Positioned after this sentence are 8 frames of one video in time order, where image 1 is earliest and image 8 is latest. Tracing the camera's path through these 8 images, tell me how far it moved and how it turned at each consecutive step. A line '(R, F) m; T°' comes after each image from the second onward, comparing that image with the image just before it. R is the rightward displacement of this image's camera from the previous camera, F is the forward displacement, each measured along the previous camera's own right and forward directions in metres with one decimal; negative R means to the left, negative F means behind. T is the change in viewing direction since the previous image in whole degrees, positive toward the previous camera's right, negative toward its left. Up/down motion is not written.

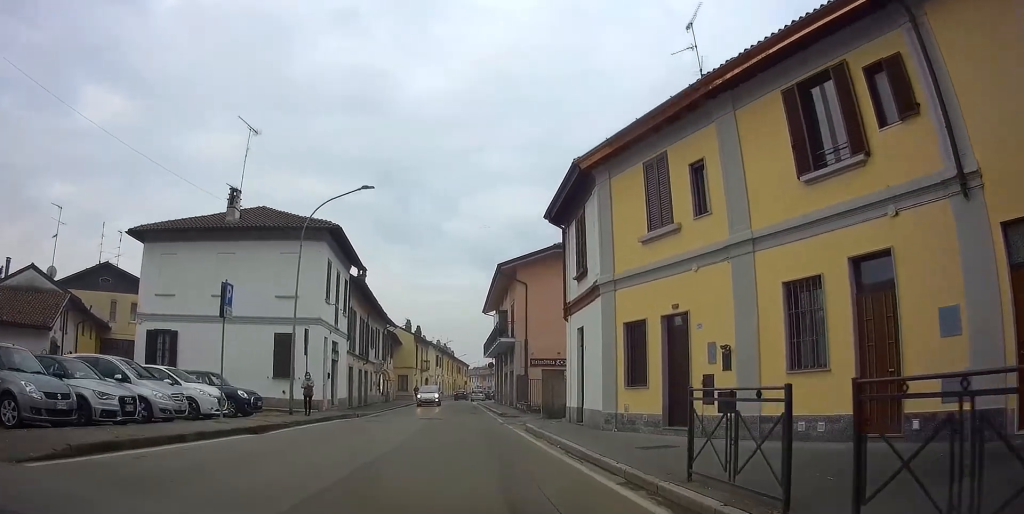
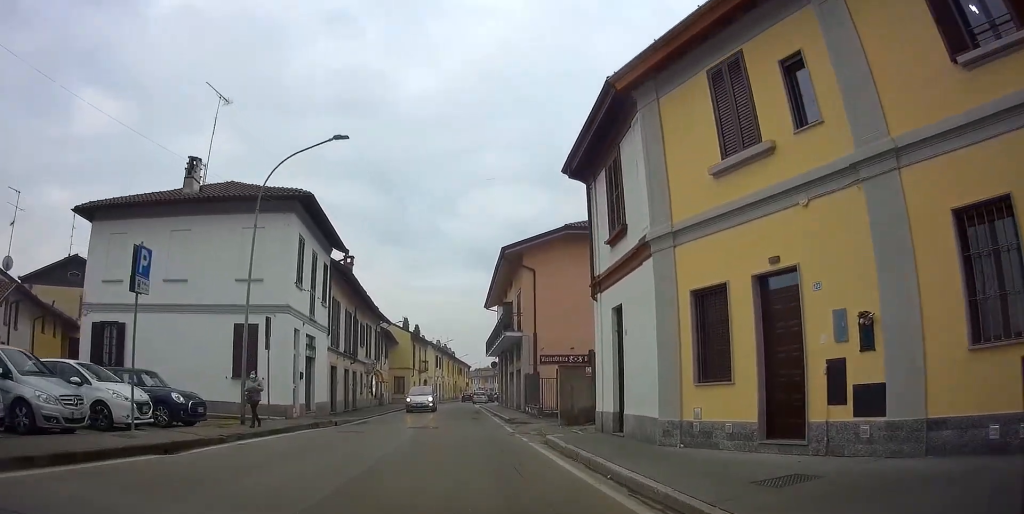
(+0.1, +4.8) m; +2°
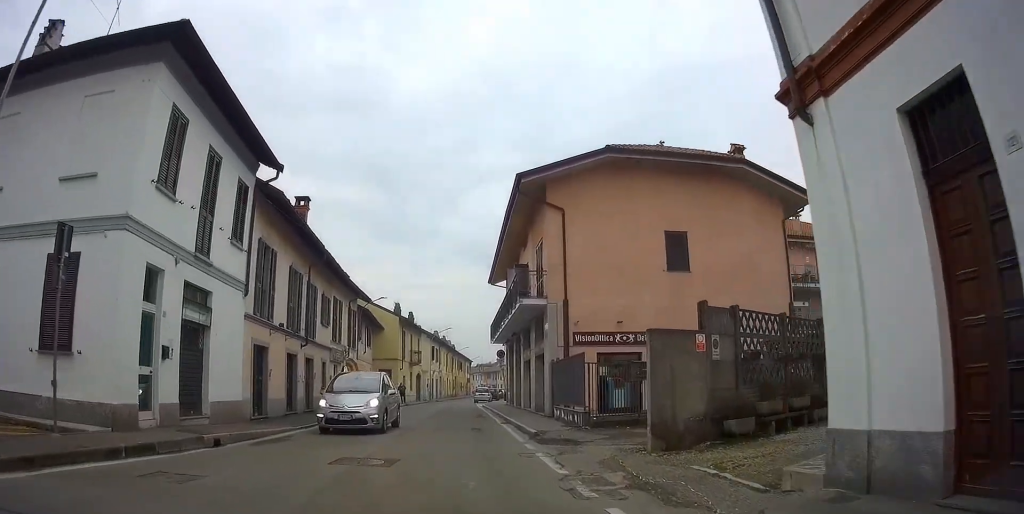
(+0.6, +10.7) m; +2°
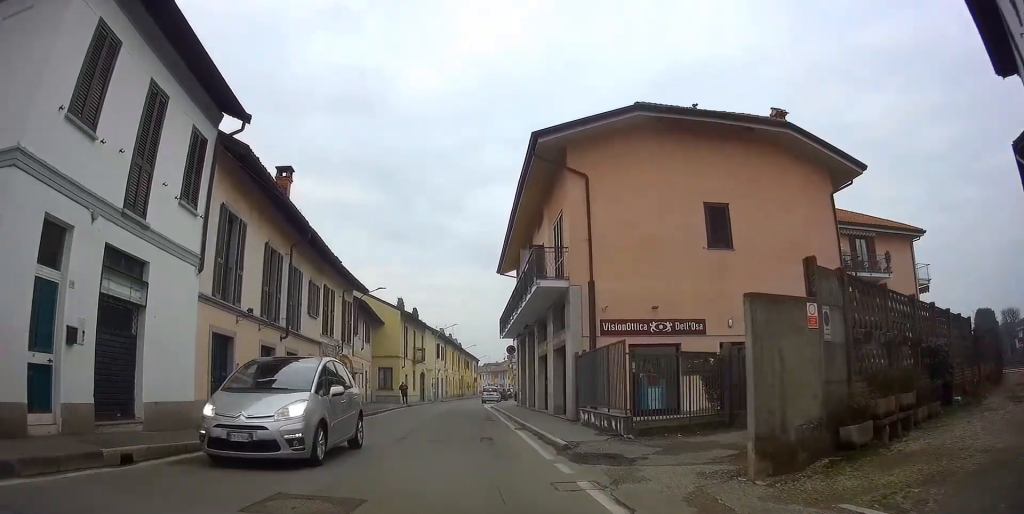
(-0.1, +3.6) m; -1°
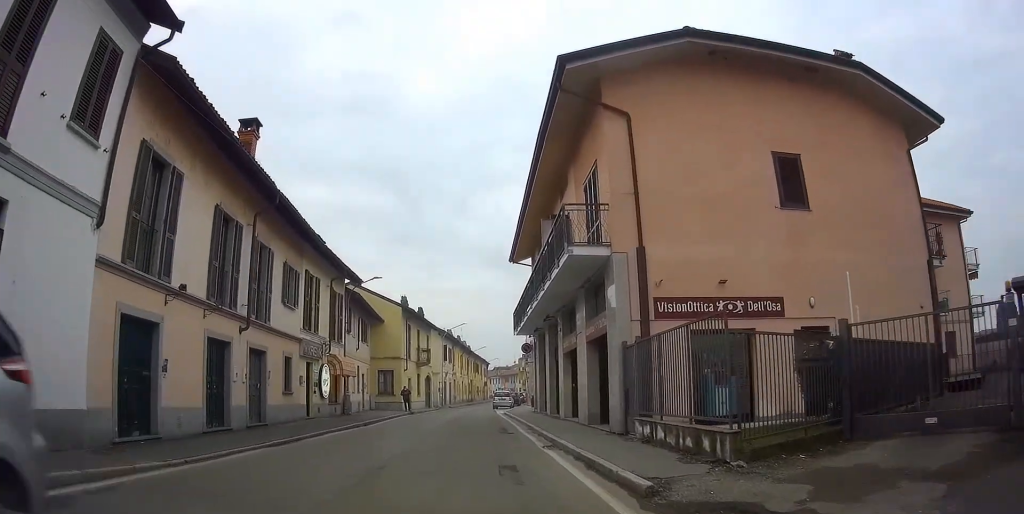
(-0.1, +4.7) m; -1°
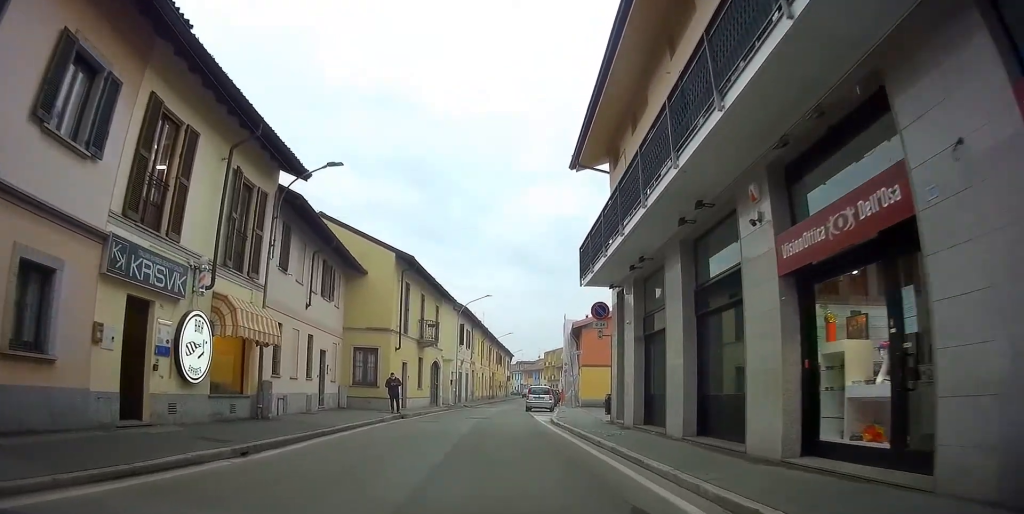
(+0.1, +14.9) m; -2°
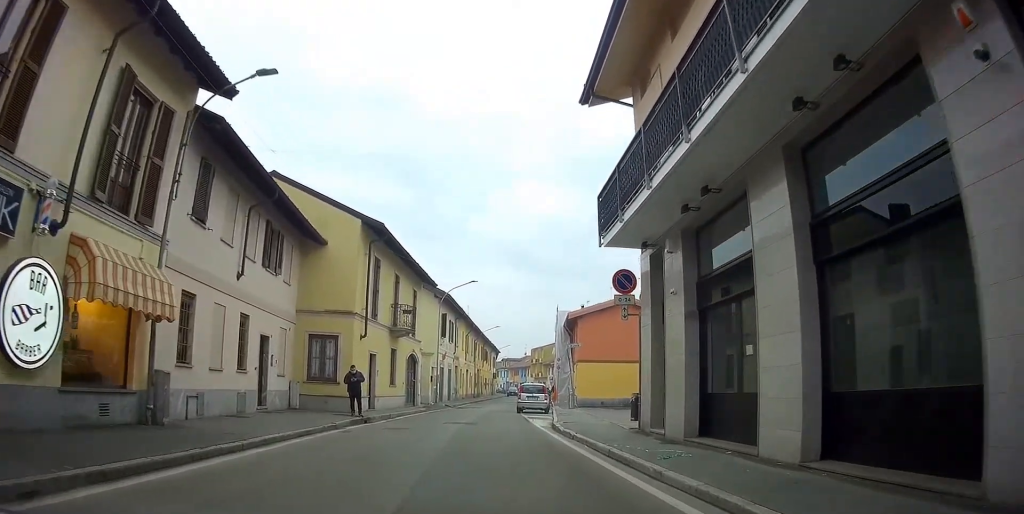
(-0.1, +5.1) m; 0°
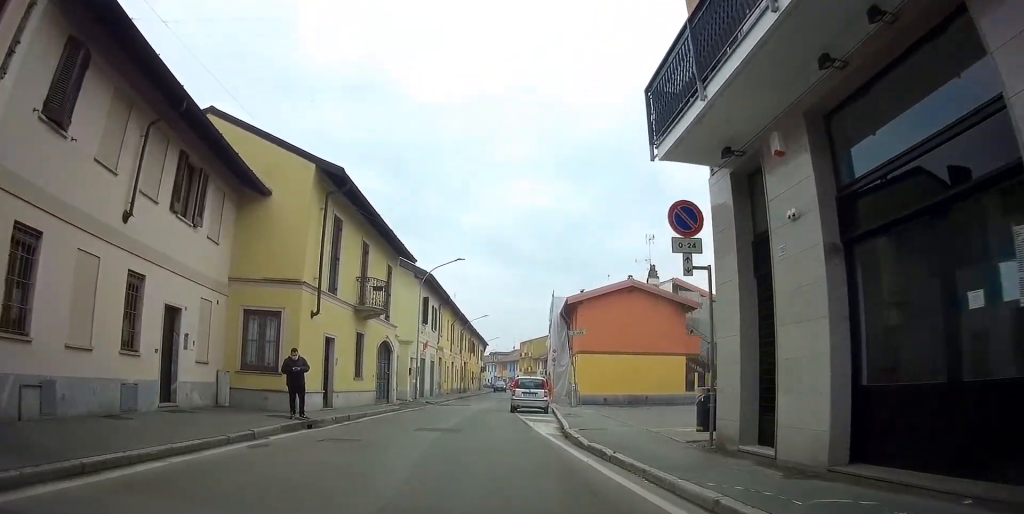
(-0.3, +5.8) m; +1°
